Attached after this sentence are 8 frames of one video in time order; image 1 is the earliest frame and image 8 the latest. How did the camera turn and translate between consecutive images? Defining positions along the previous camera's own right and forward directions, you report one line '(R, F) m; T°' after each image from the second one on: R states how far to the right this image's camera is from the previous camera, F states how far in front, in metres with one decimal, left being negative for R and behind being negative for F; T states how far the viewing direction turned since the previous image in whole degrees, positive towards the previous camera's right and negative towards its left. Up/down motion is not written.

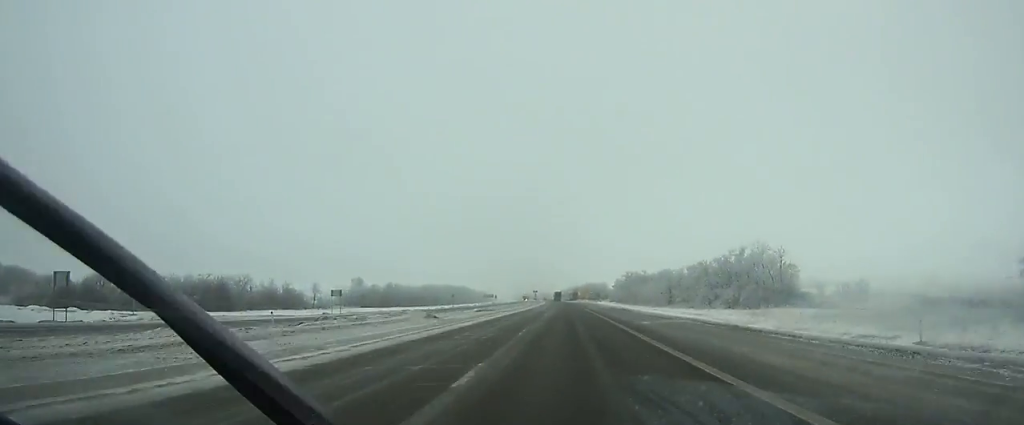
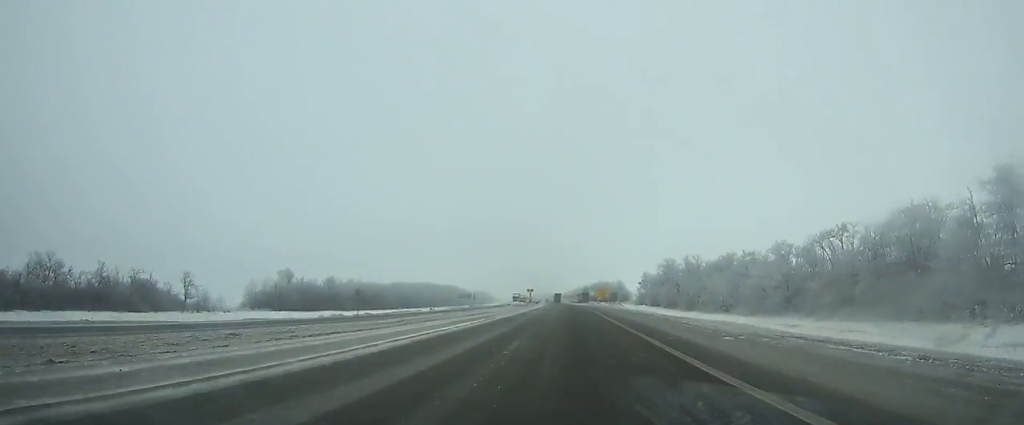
(0.0, +70.2) m; 0°
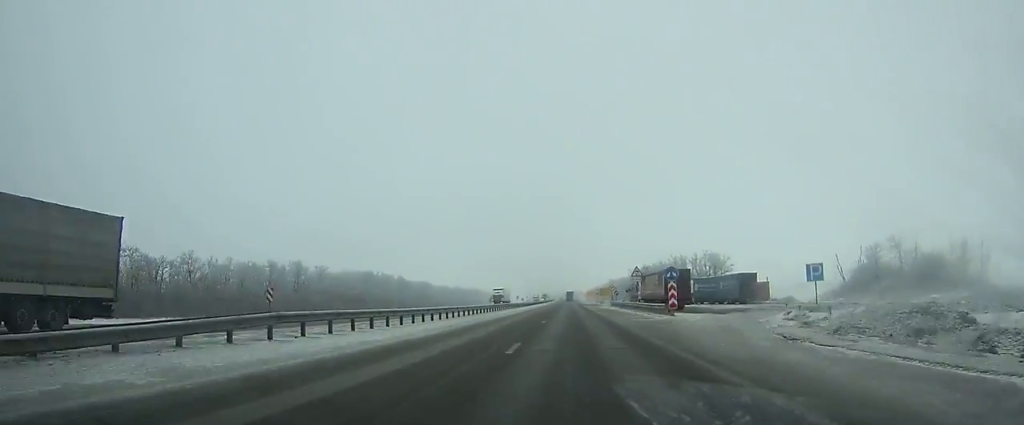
(-3.5, +176.1) m; -2°
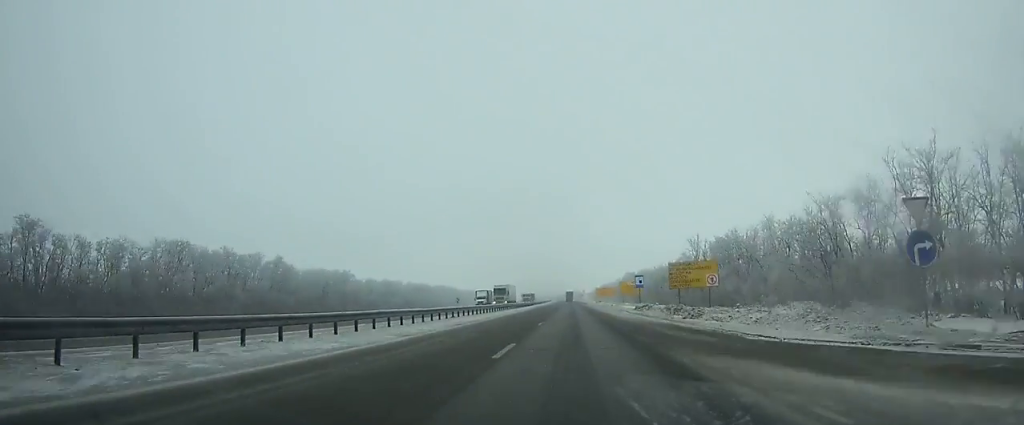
(-0.3, +98.5) m; 0°
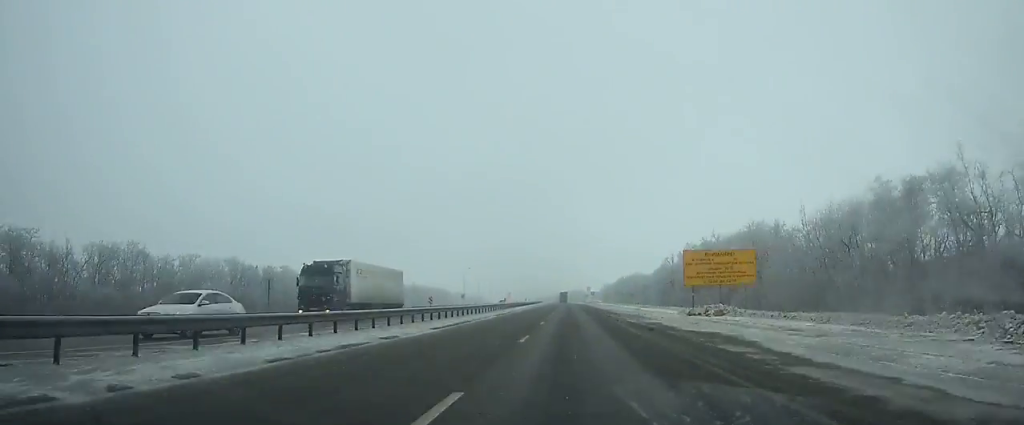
(-0.6, +118.6) m; -1°
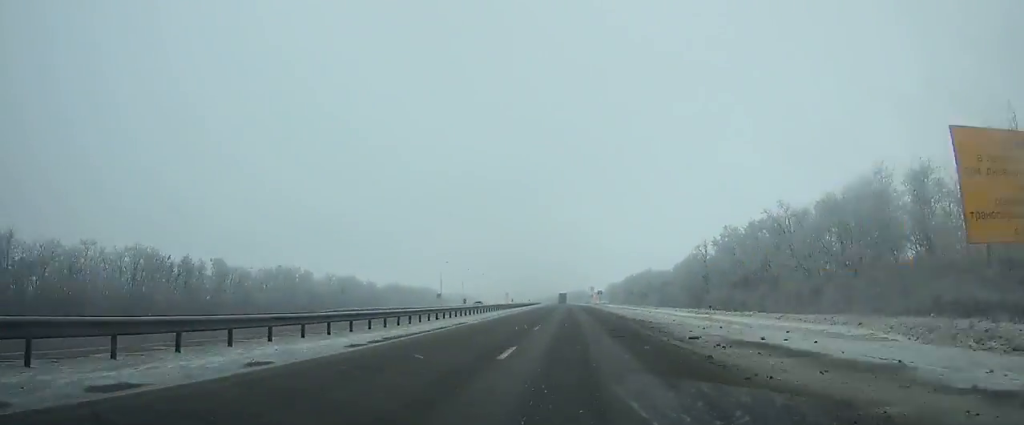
(0.0, +26.1) m; 0°
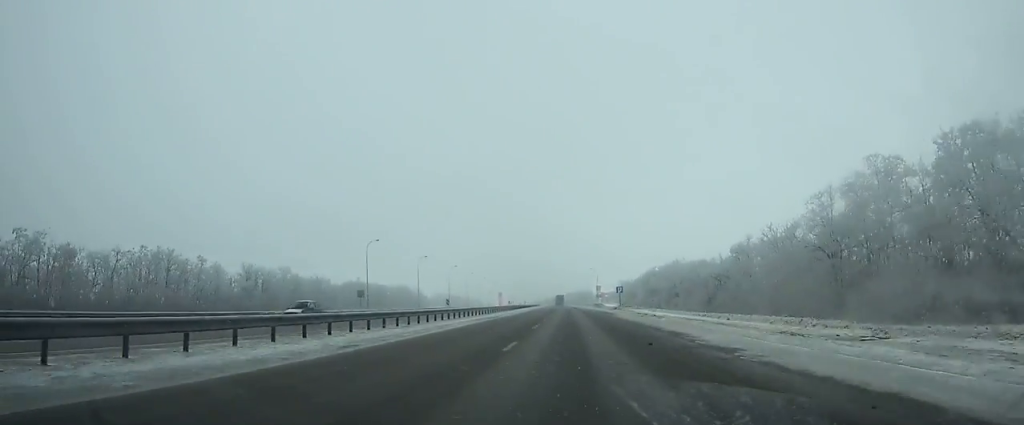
(0.0, +42.4) m; 0°
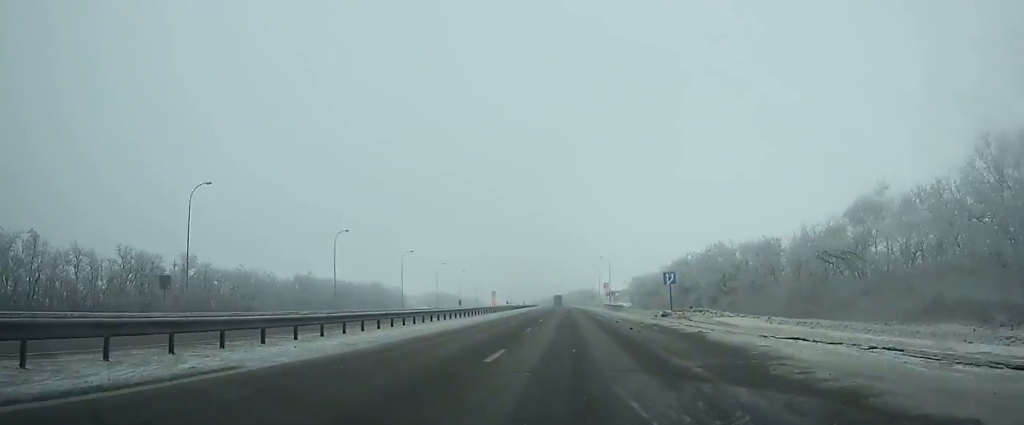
(0.0, +36.2) m; 0°
